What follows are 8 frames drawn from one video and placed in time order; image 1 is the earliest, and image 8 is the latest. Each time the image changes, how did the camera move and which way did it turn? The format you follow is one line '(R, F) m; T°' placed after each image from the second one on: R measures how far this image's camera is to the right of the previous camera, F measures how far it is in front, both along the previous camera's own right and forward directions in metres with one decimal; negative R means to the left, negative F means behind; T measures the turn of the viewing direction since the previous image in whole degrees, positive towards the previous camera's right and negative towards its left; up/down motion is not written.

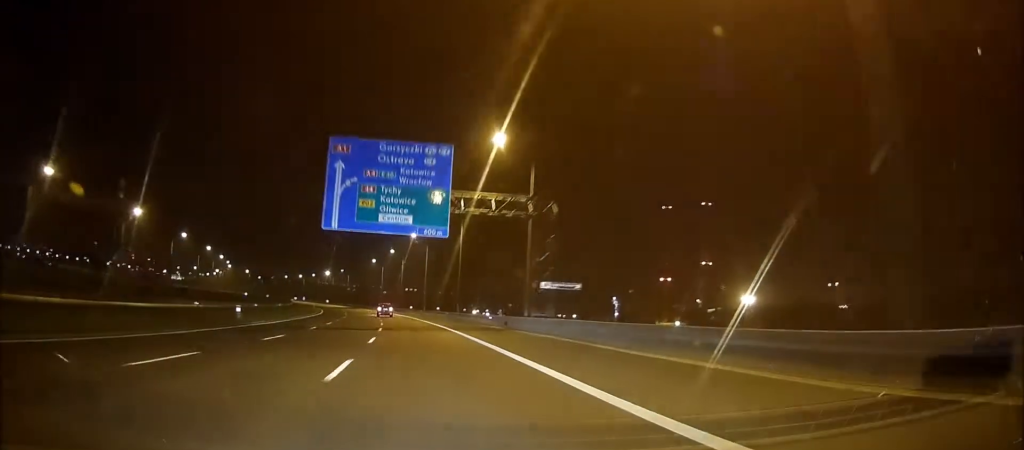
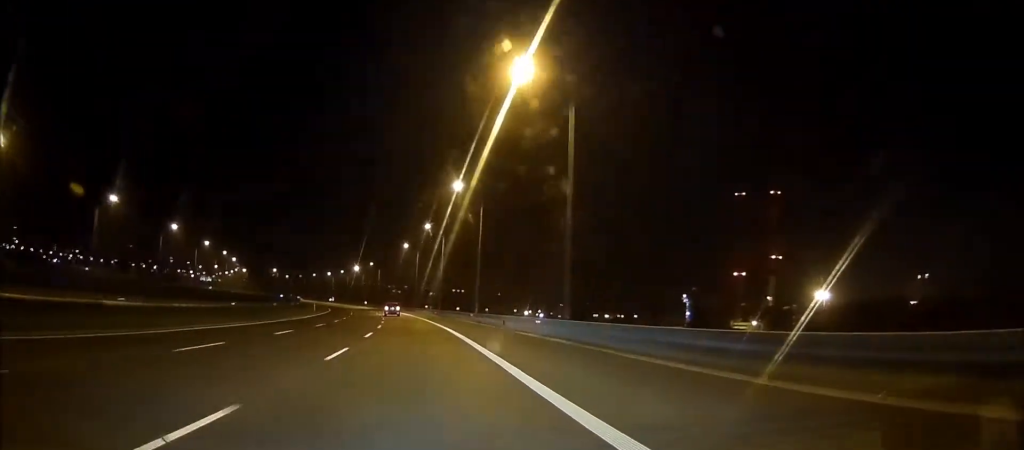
(-3.7, +43.1) m; -9°
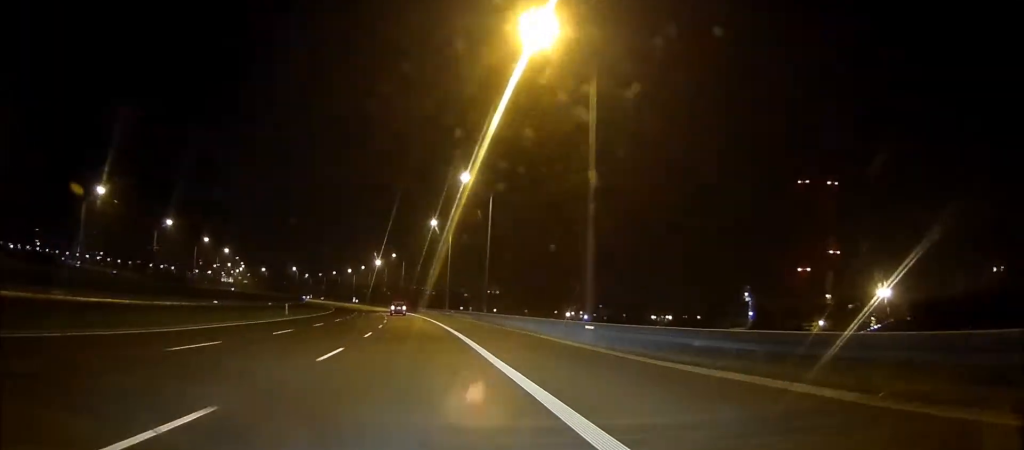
(-1.2, +35.9) m; -3°
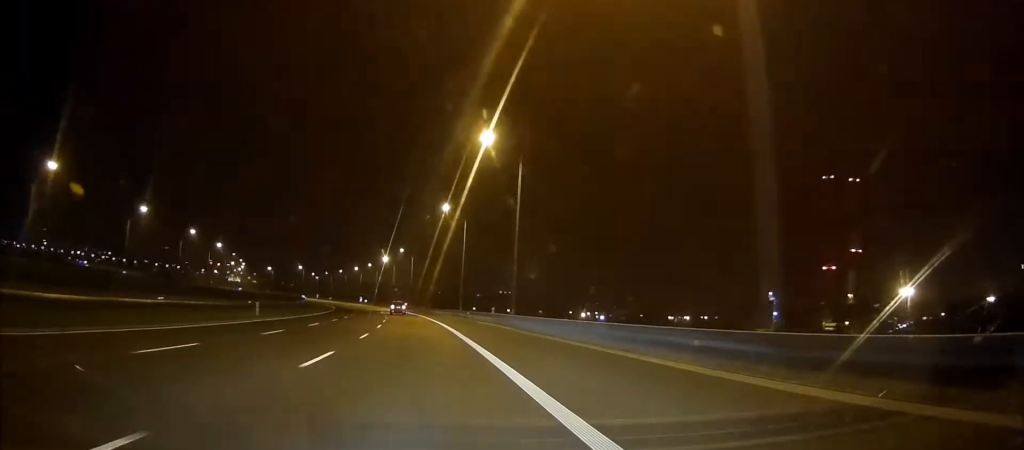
(-0.3, +13.7) m; -1°
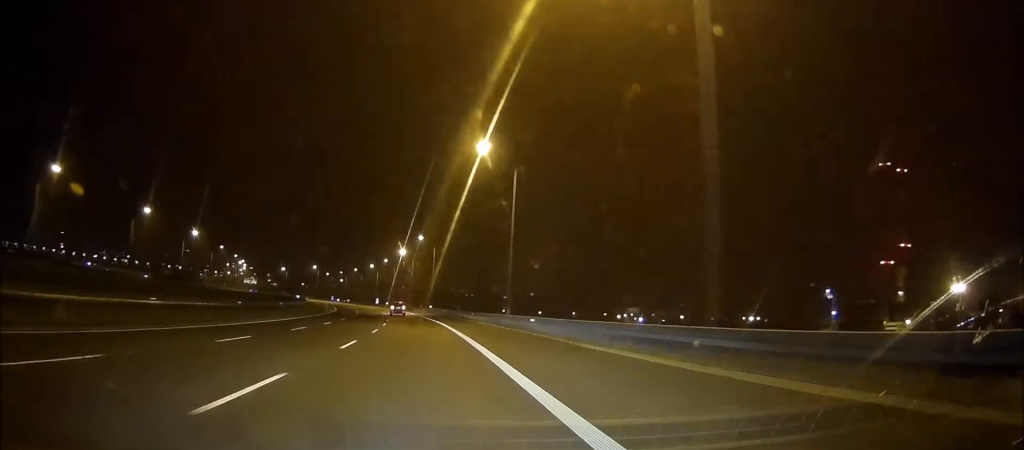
(-0.6, +29.7) m; -2°
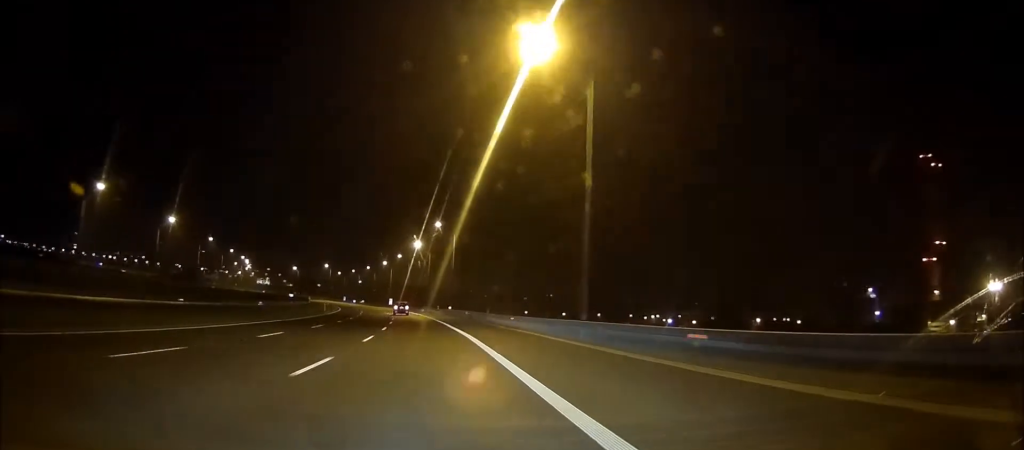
(-0.3, +19.3) m; -1°
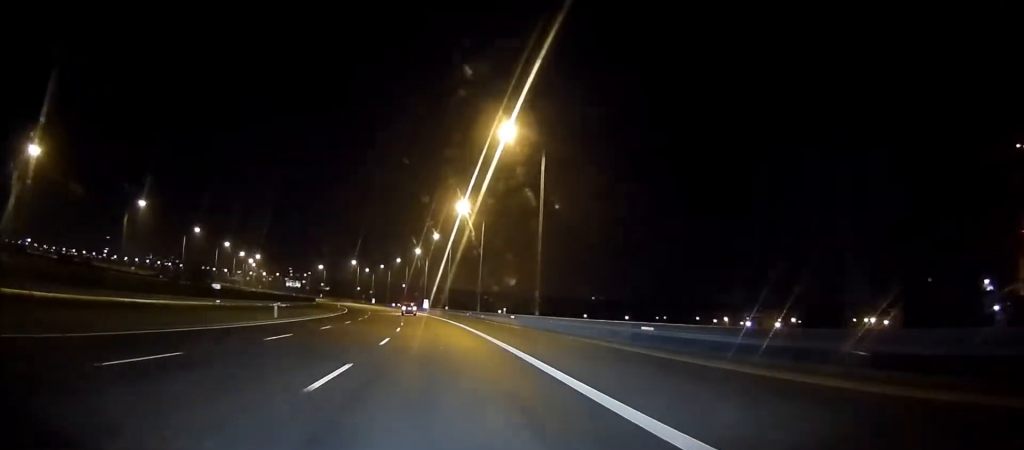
(-1.4, +50.0) m; -3°
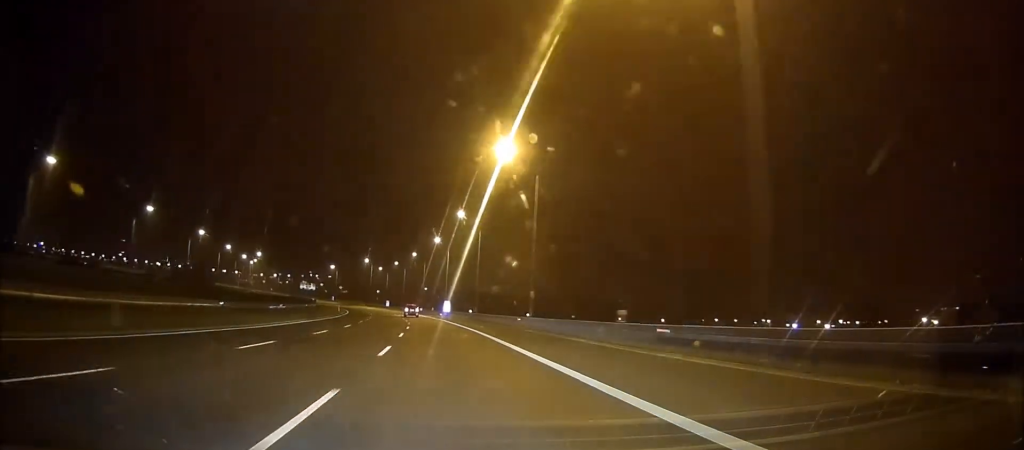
(-0.5, +28.5) m; -1°
